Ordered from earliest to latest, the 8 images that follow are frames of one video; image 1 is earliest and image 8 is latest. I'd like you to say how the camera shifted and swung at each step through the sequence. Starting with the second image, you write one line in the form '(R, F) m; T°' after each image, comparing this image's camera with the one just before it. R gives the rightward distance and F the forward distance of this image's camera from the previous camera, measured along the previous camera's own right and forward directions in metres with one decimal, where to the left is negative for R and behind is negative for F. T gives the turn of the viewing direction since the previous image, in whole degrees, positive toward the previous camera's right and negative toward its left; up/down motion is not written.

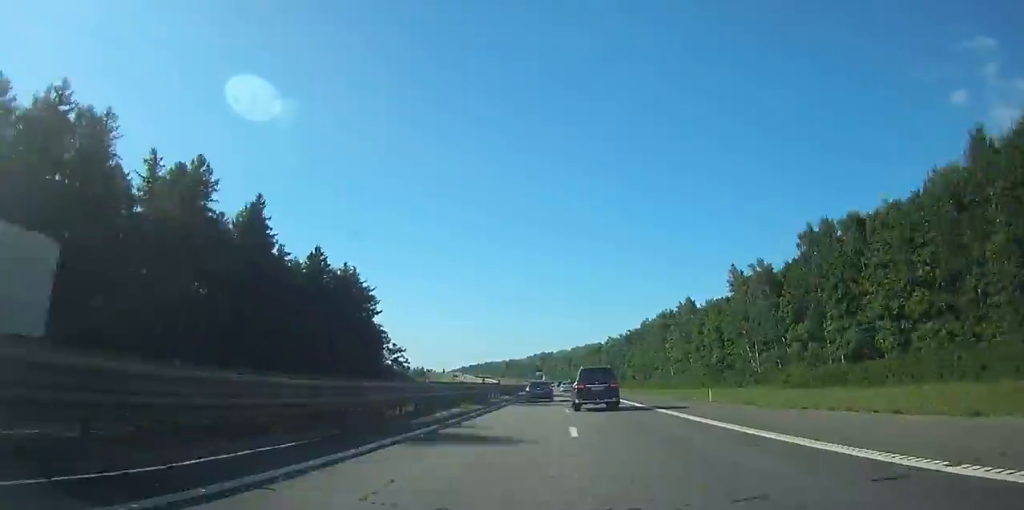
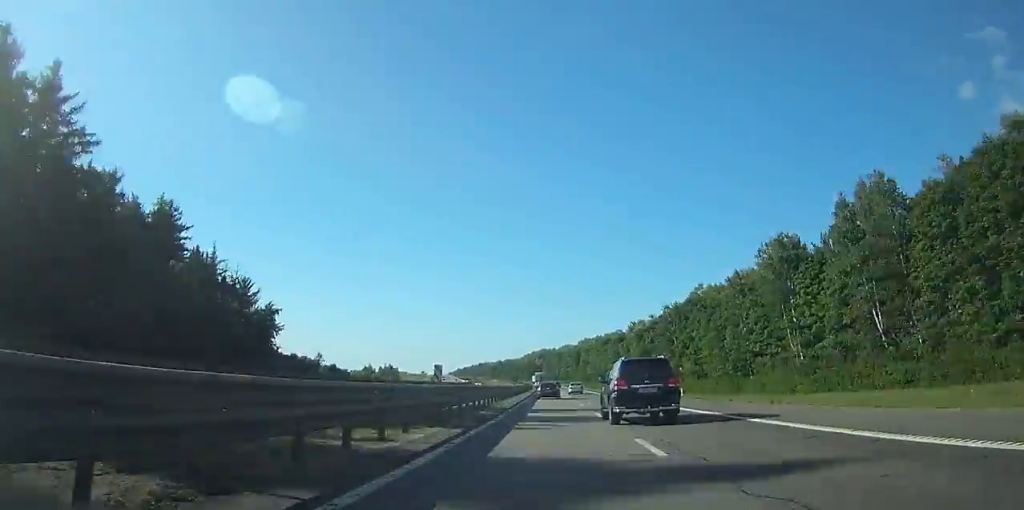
(-0.9, +92.8) m; -1°
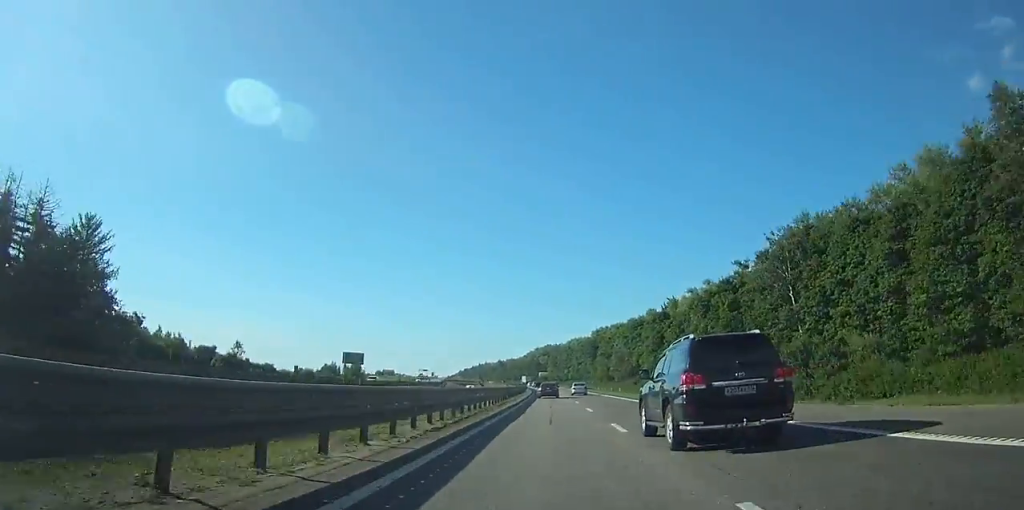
(-0.1, +70.3) m; -1°
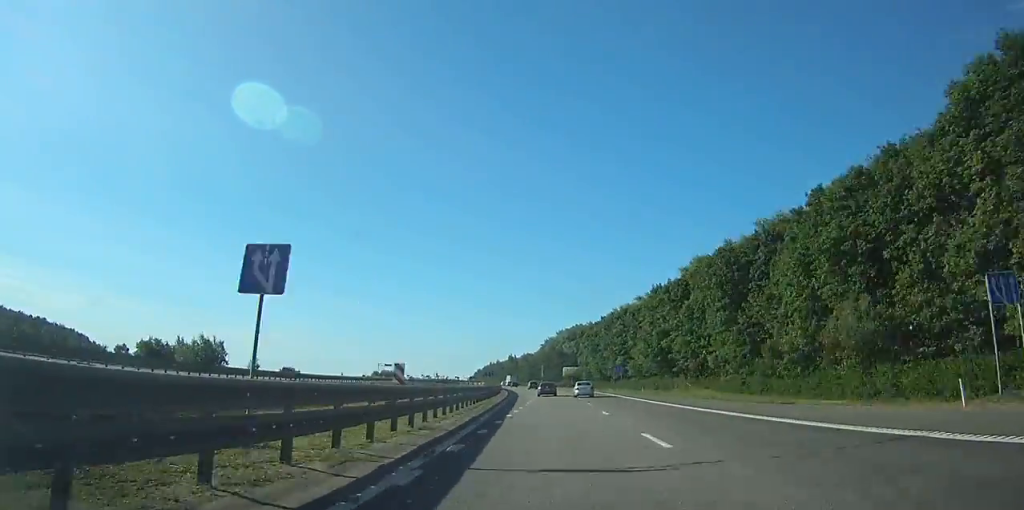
(-2.4, +134.6) m; -3°
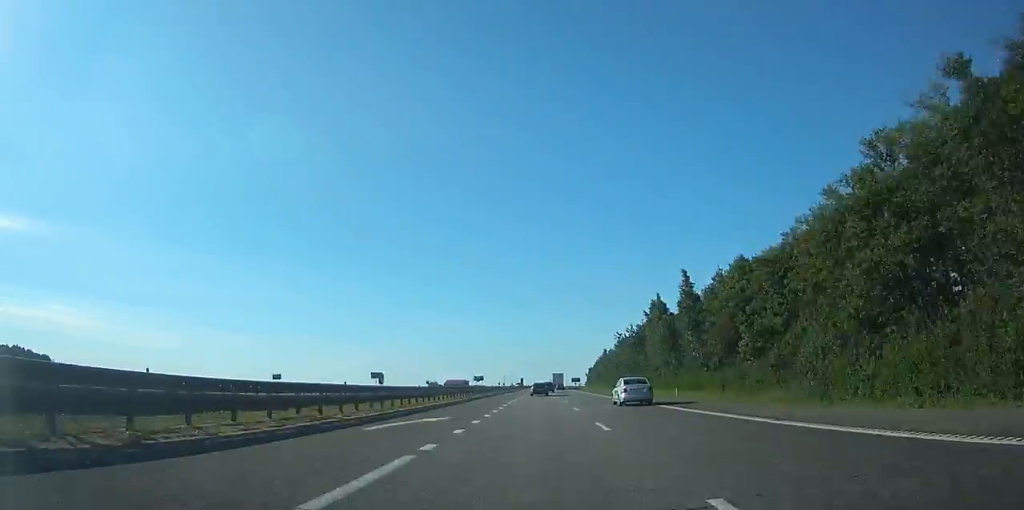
(-22.1, +265.2) m; -10°
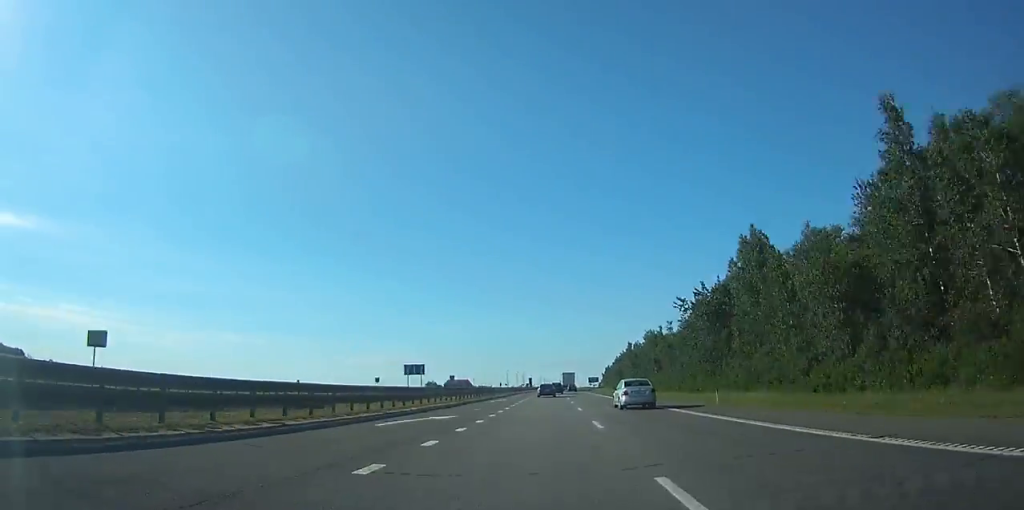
(-1.2, +53.6) m; -1°
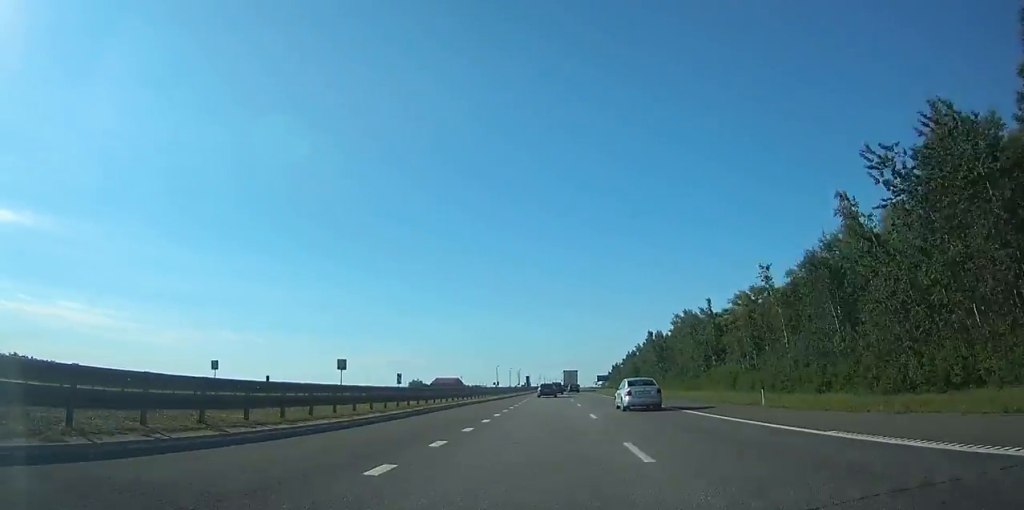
(-0.5, +50.1) m; 0°
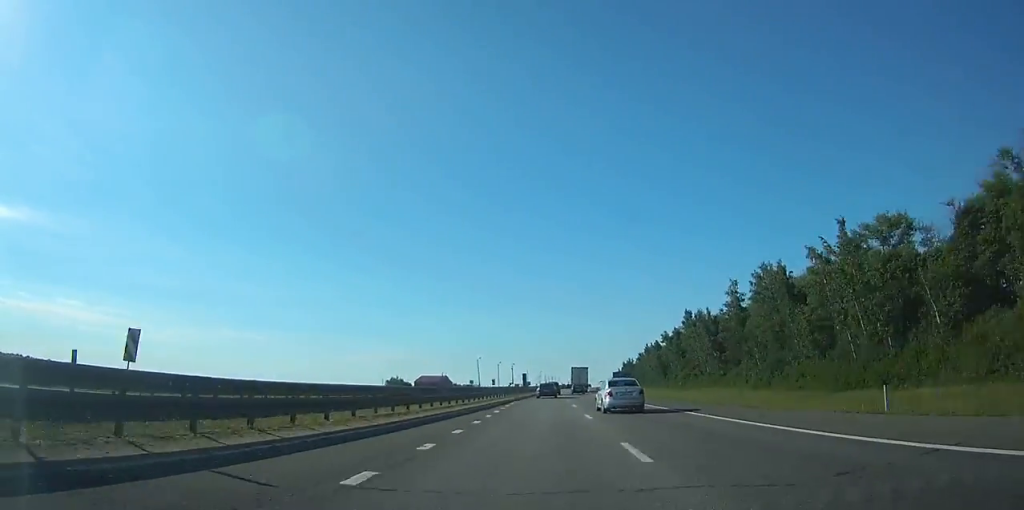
(0.0, +56.0) m; 0°
